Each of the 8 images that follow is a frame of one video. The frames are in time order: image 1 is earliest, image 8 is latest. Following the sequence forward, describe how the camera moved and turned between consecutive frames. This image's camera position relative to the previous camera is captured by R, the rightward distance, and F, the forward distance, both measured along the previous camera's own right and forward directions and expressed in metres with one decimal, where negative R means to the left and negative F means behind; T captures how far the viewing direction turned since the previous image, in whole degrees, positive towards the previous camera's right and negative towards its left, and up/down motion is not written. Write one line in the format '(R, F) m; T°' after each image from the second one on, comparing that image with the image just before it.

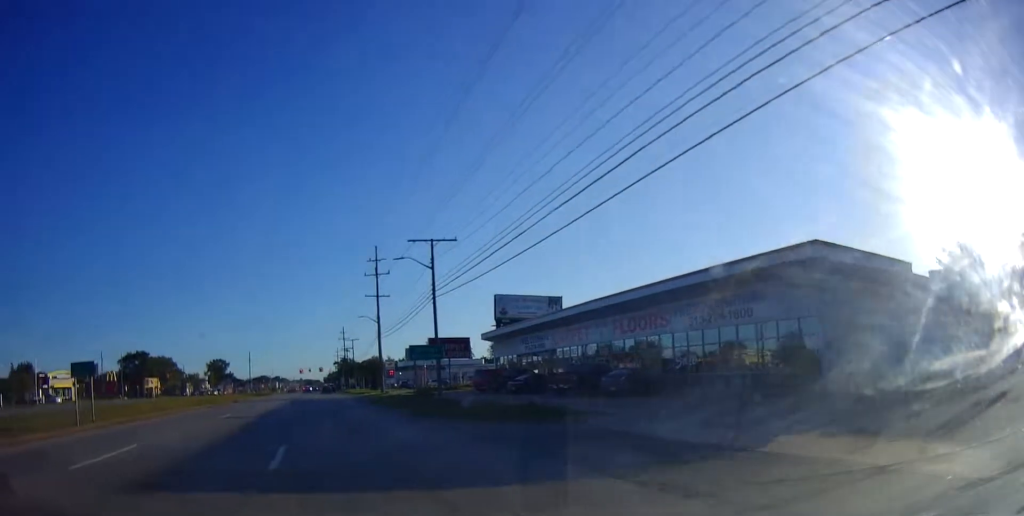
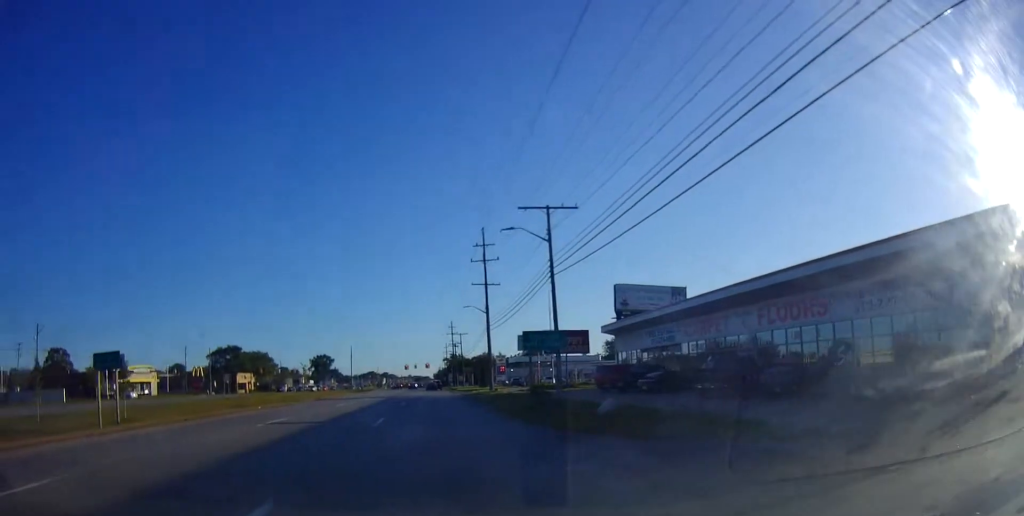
(-0.7, +5.8) m; -15°
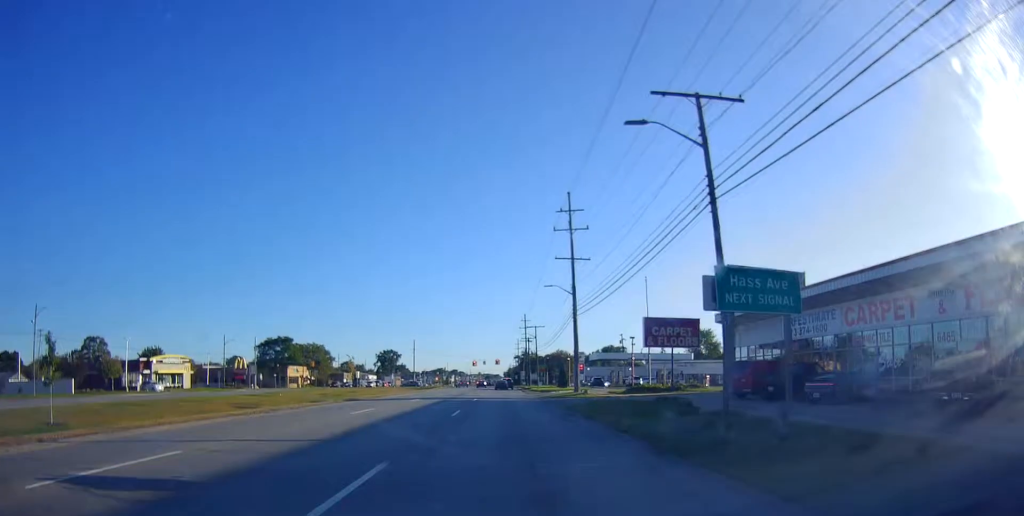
(-1.5, +12.4) m; -7°
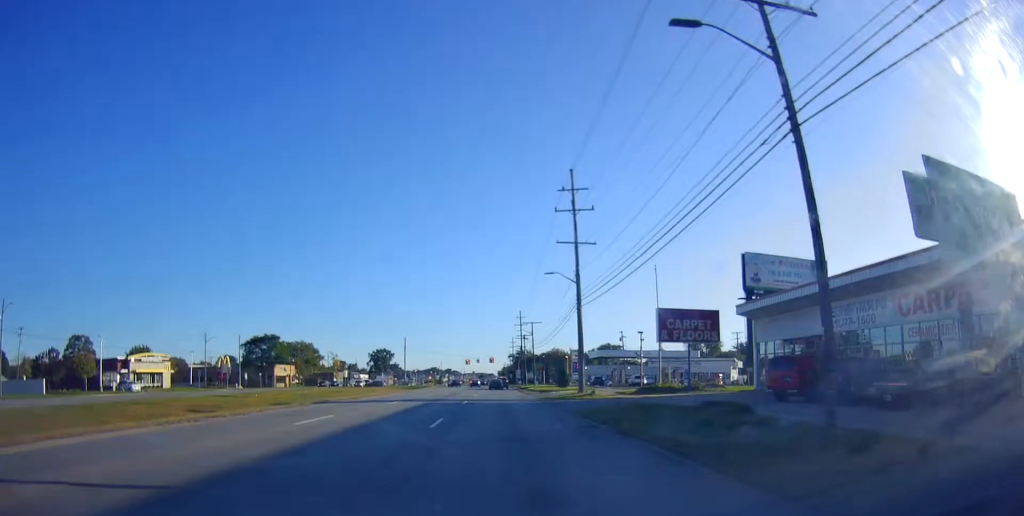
(0.0, +5.6) m; 0°
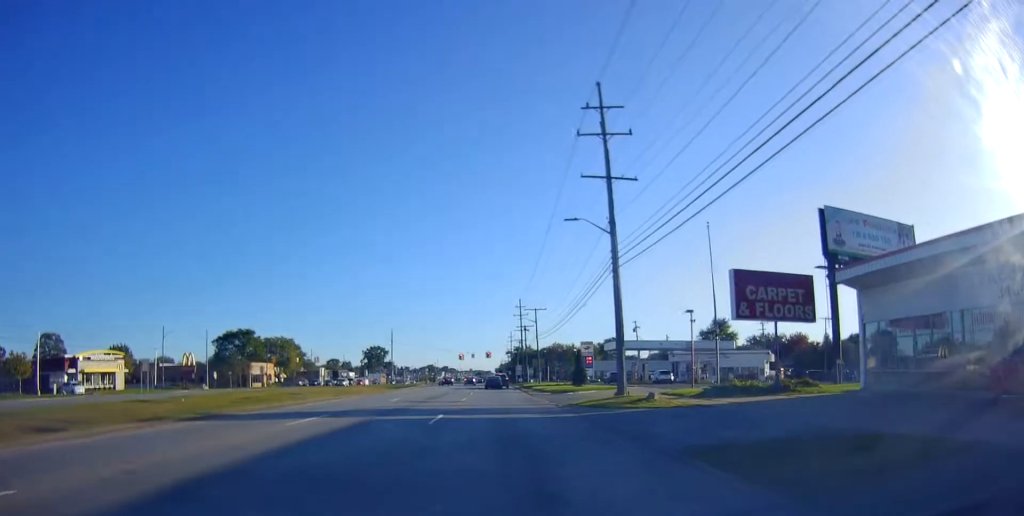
(-0.1, +15.0) m; -2°
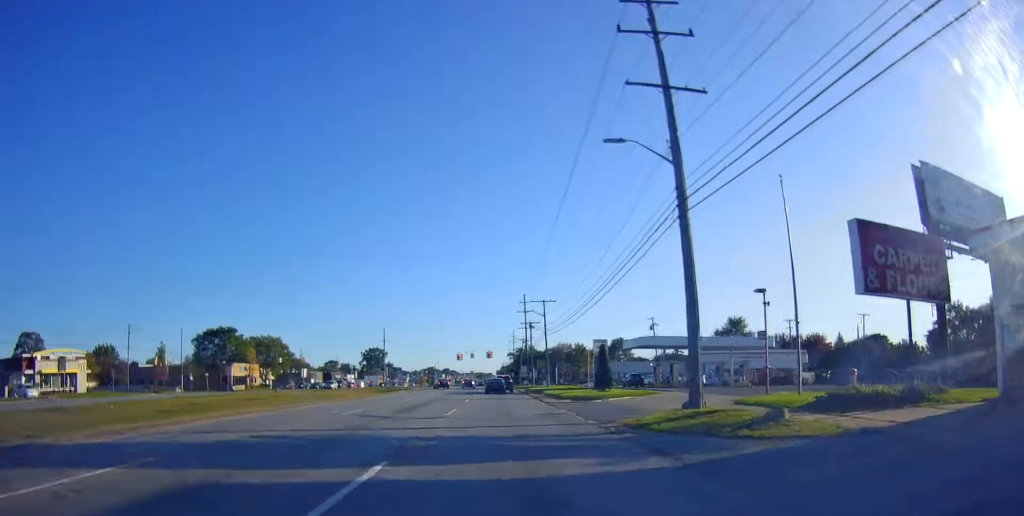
(-0.3, +11.7) m; 0°
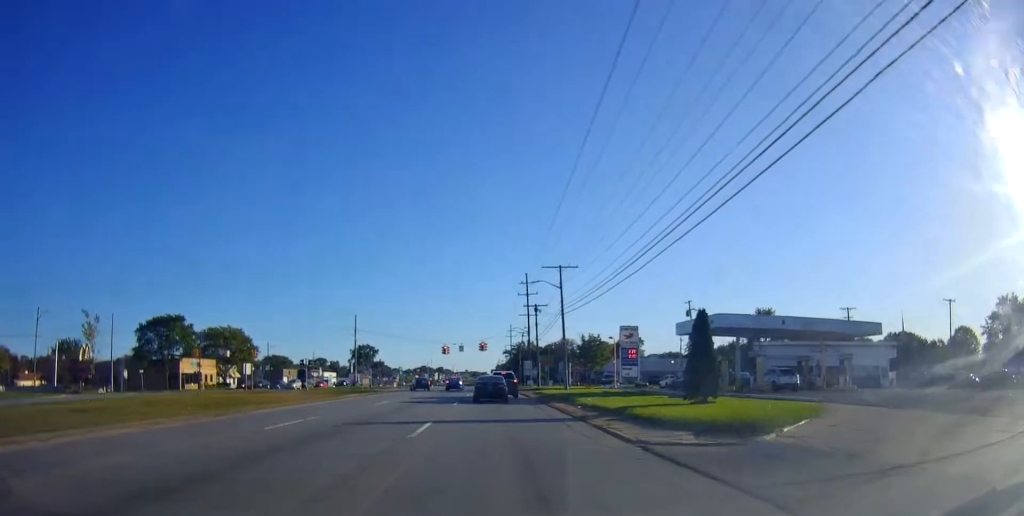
(+0.2, +23.3) m; -3°
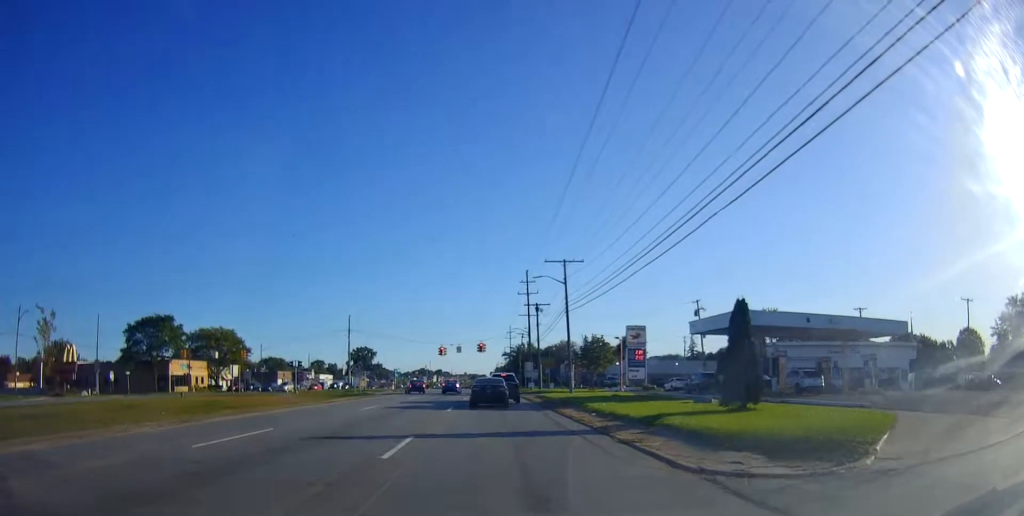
(-0.3, +4.5) m; -1°
